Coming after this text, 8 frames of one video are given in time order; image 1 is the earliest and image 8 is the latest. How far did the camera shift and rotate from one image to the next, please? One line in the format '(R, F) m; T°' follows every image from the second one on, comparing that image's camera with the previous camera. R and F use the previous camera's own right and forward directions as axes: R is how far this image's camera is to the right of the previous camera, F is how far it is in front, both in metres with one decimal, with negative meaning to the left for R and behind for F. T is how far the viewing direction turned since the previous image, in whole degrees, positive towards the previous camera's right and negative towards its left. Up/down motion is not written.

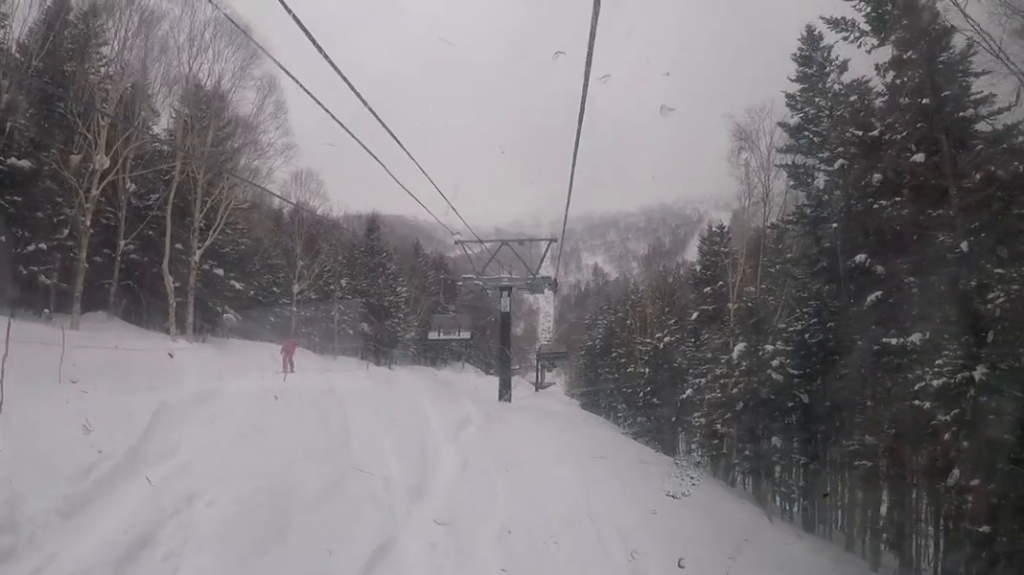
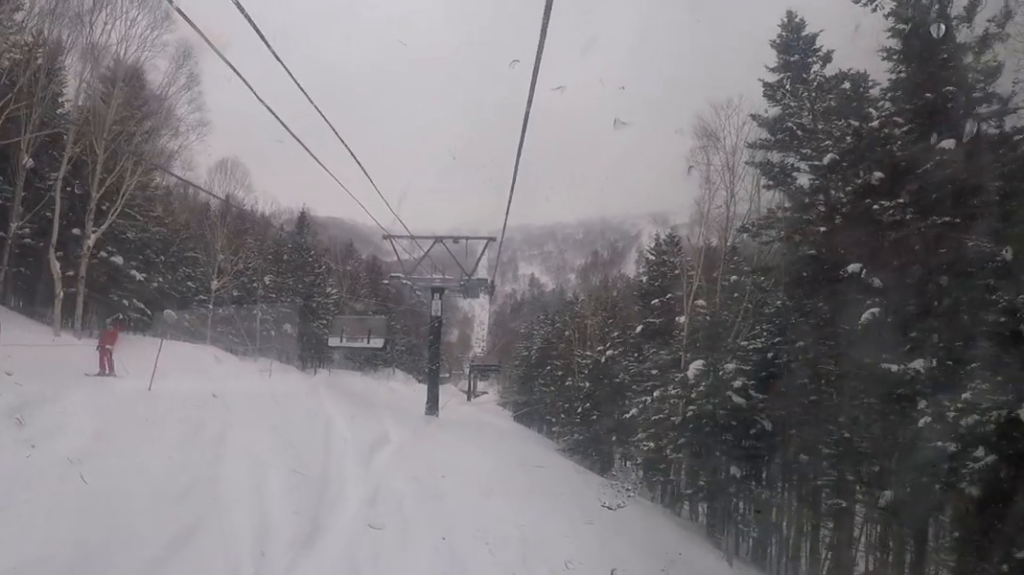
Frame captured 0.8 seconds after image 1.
(-1.0, +3.4) m; +5°
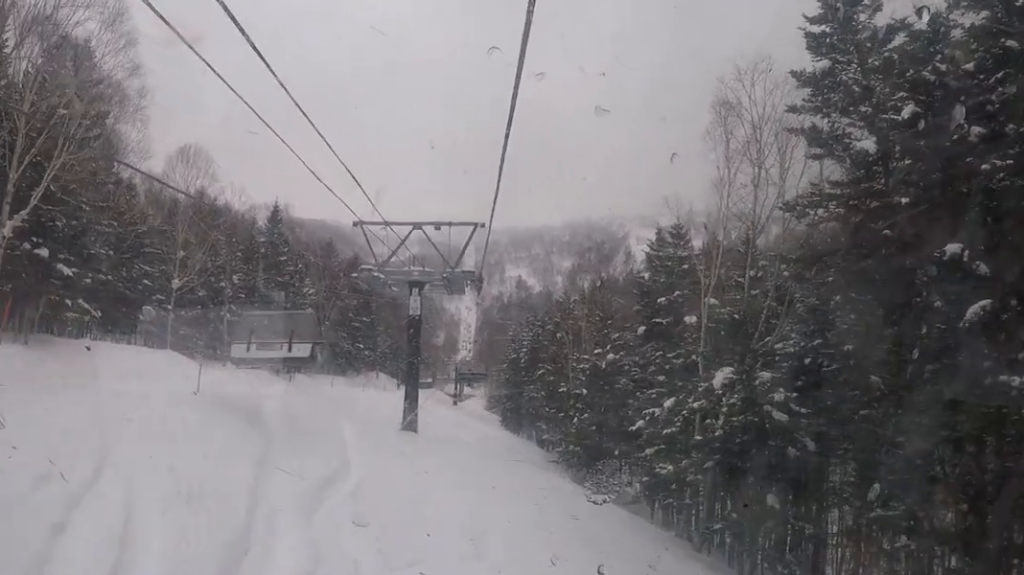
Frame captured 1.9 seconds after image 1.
(+1.4, +3.9) m; 0°
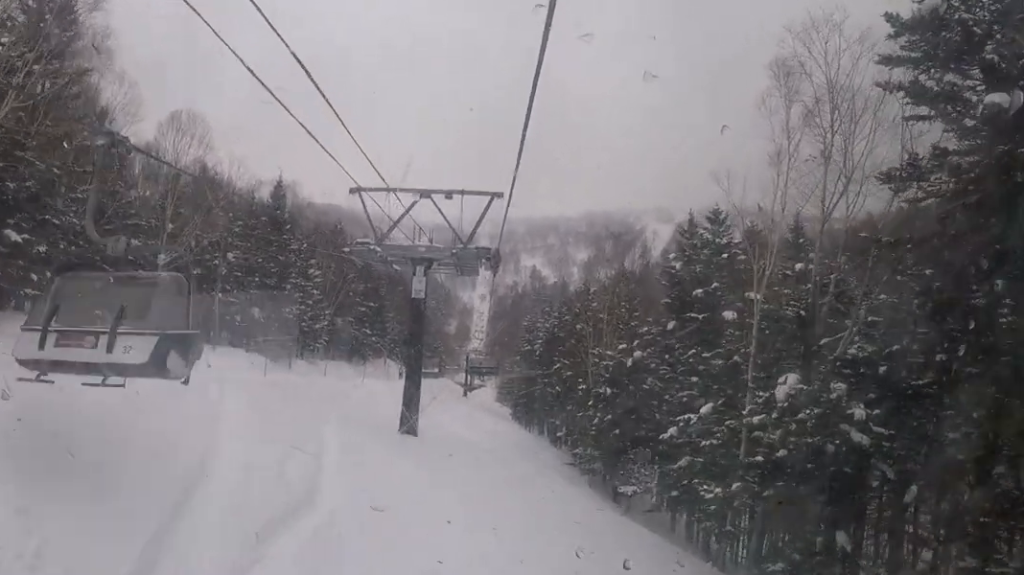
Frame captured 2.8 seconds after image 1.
(-1.3, +3.7) m; 0°
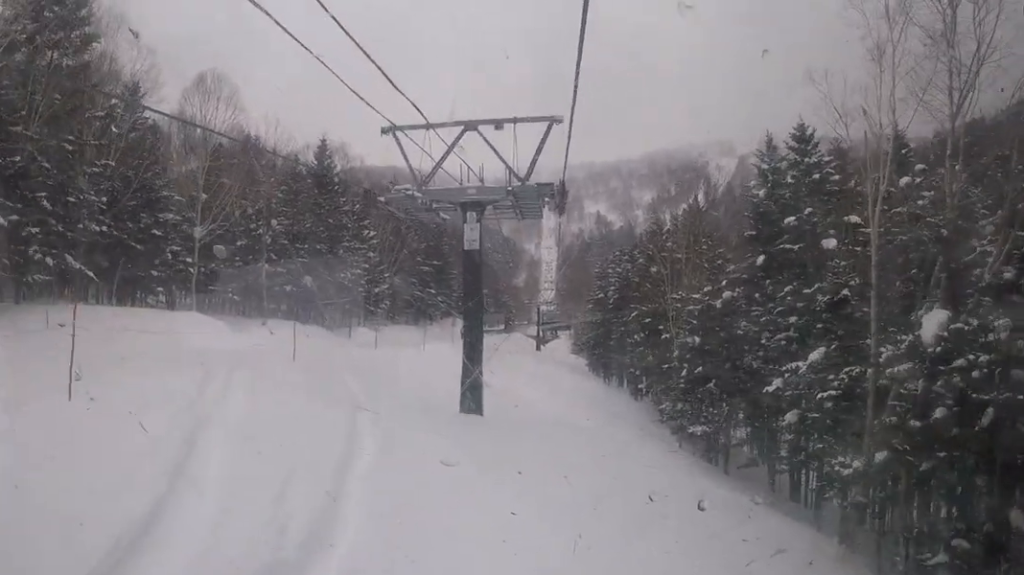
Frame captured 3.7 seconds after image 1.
(+1.0, +3.2) m; 0°
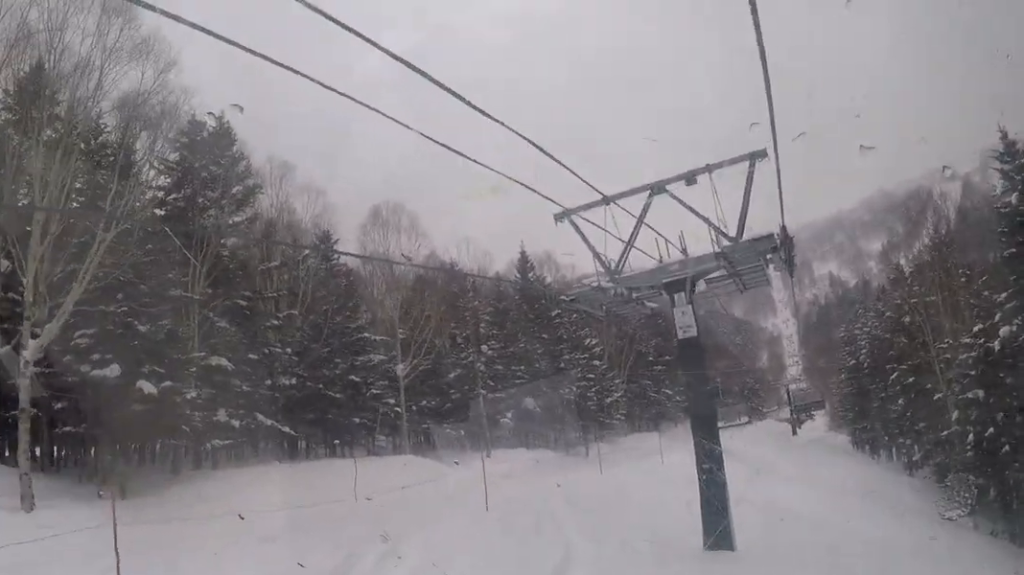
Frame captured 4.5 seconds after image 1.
(-0.5, +3.2) m; +1°
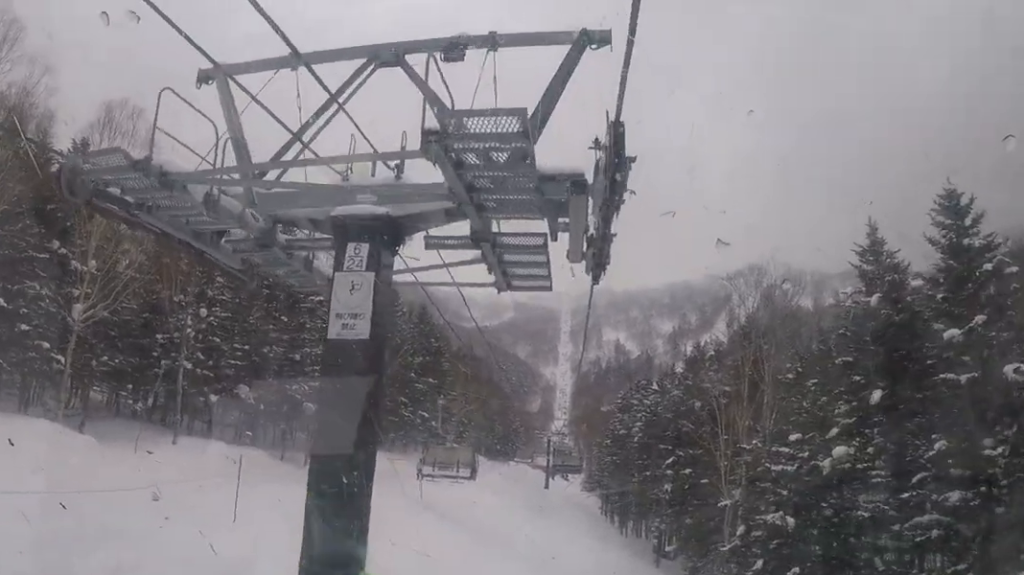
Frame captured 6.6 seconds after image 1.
(+1.5, +8.3) m; +3°
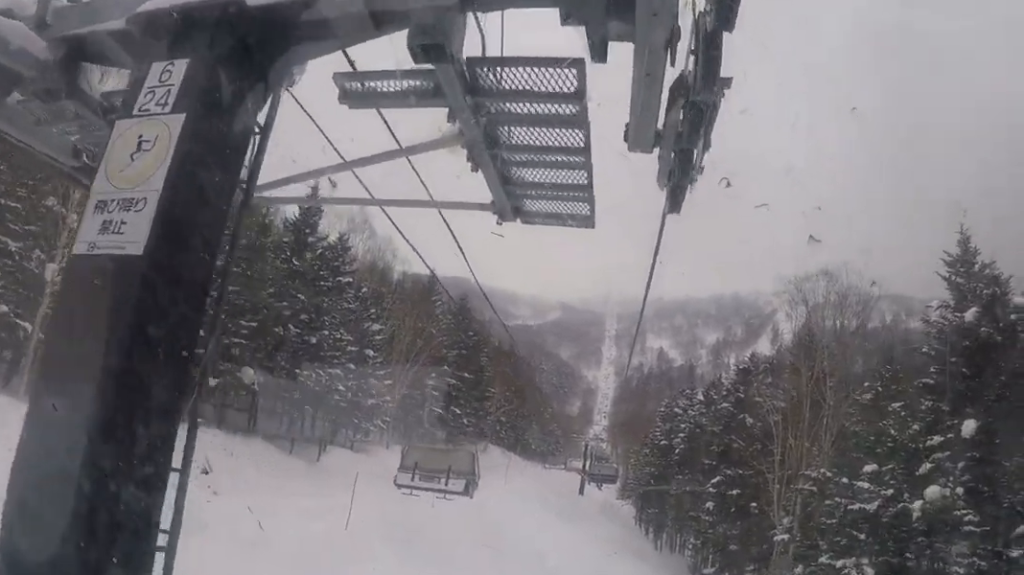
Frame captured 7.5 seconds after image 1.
(-0.9, +4.0) m; -6°
